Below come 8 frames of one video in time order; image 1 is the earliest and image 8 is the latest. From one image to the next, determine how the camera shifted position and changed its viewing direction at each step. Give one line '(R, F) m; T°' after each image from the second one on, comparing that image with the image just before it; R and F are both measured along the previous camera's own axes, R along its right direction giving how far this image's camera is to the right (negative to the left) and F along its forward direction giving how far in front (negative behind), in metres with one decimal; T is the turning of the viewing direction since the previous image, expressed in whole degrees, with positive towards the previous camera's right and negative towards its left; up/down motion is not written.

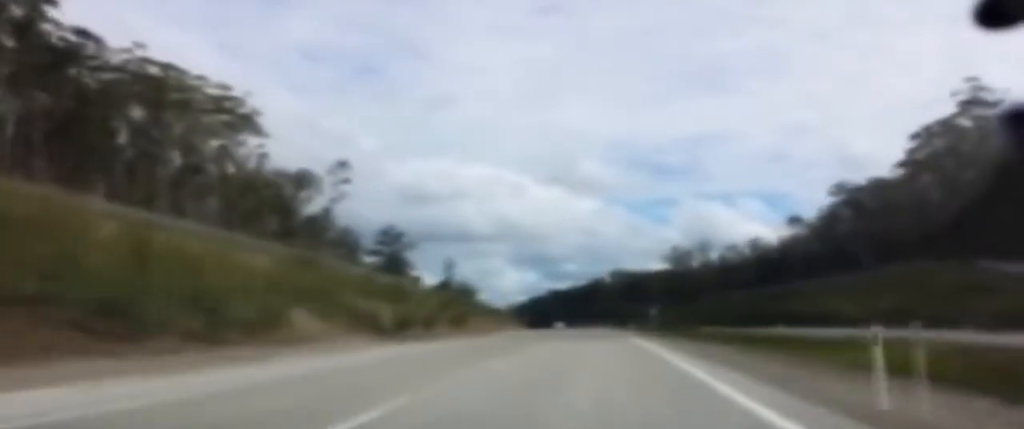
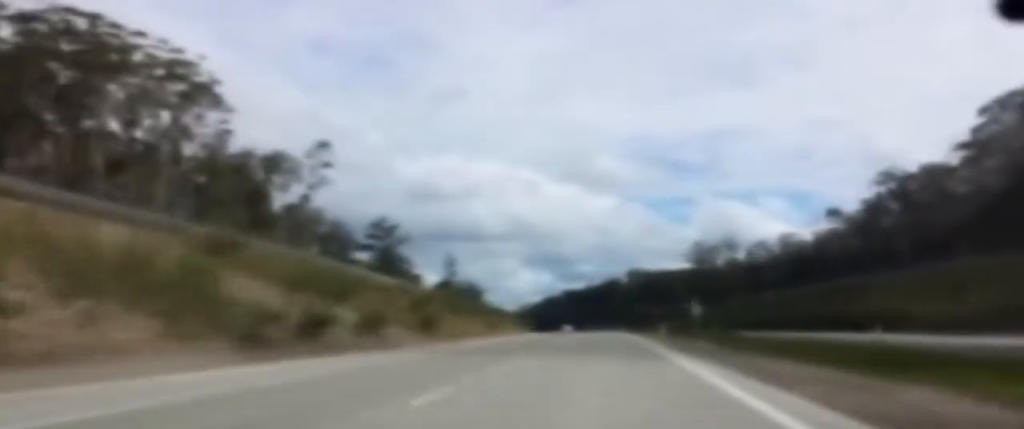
(-0.1, +19.3) m; 0°
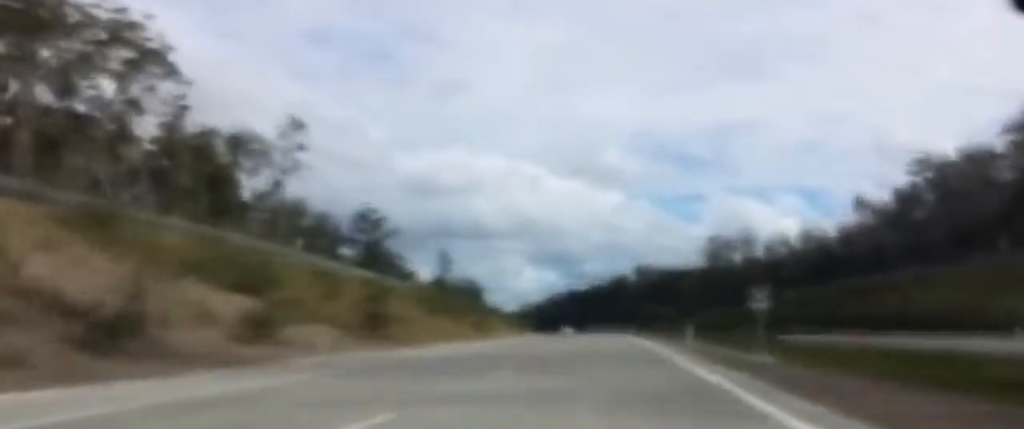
(0.0, +15.2) m; 0°
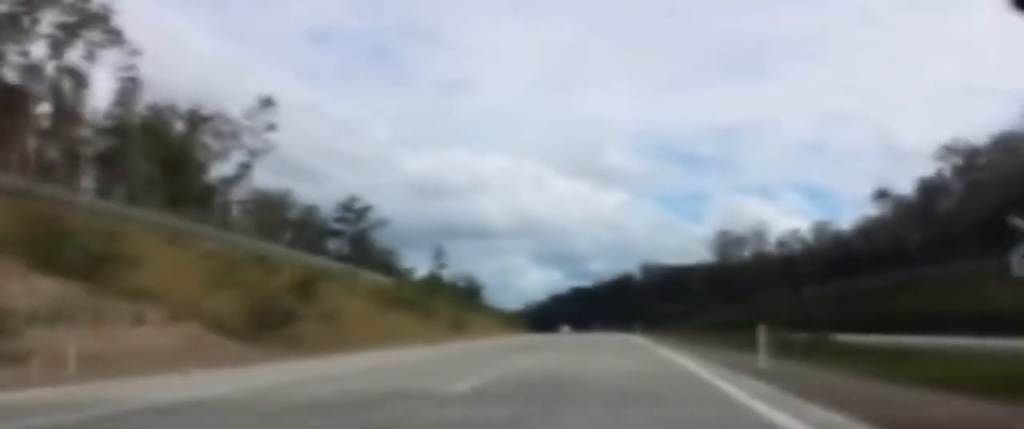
(-0.1, +16.2) m; 0°
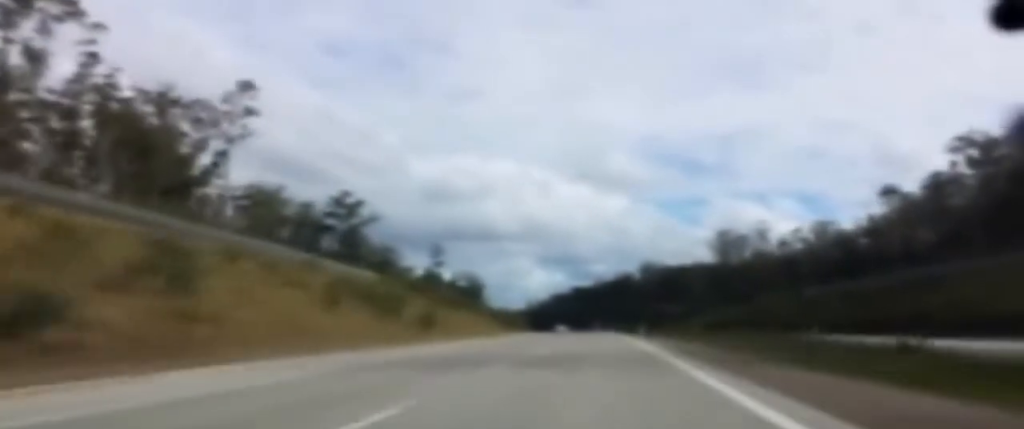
(0.0, +17.3) m; 0°
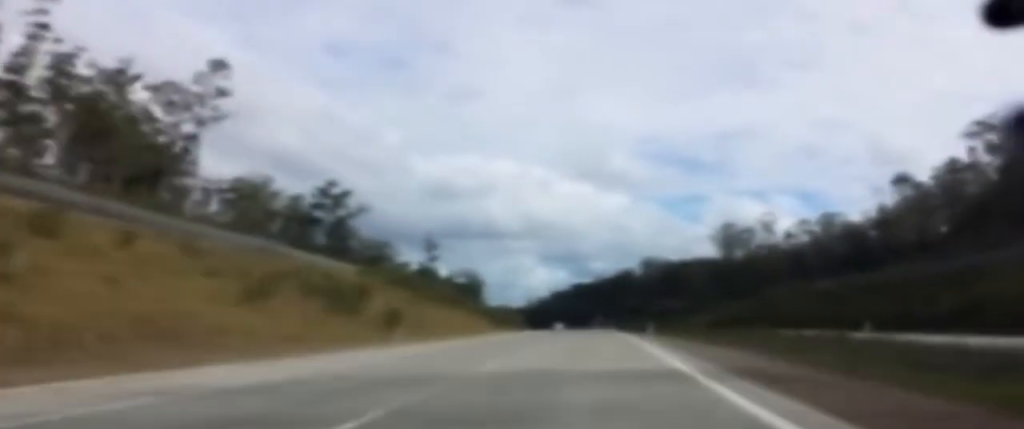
(0.0, +12.2) m; 0°
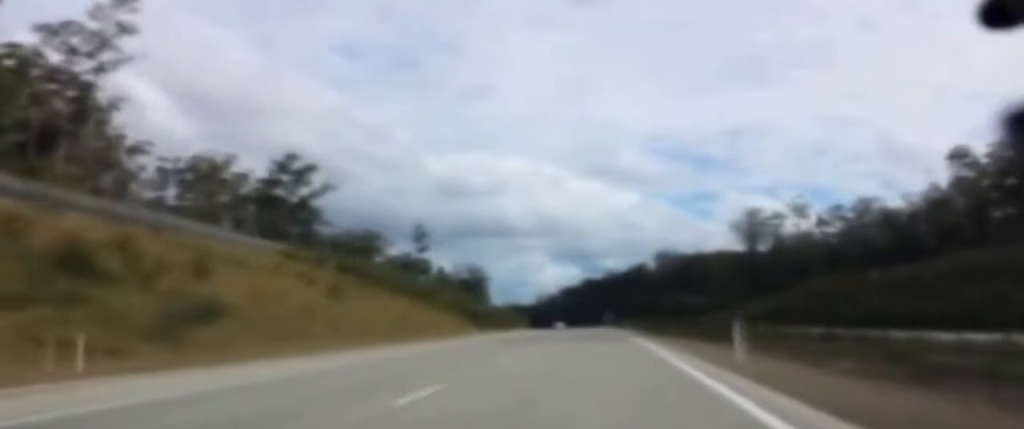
(+0.1, +30.3) m; 0°
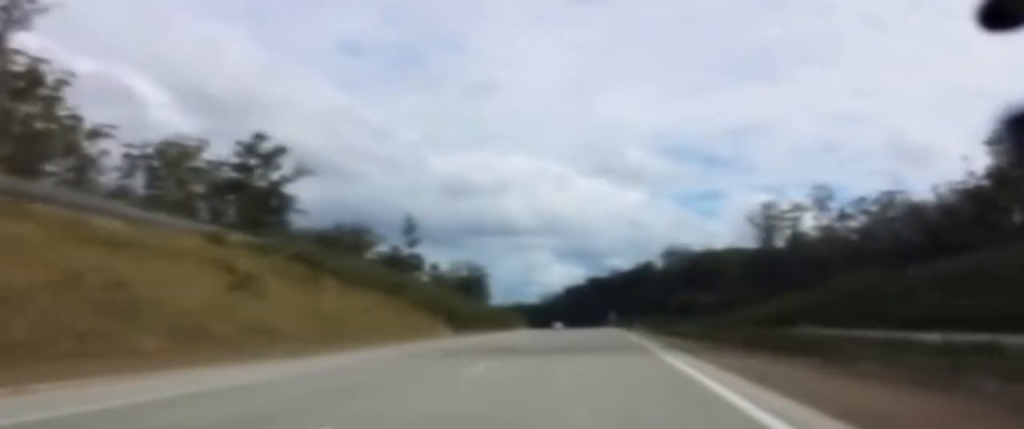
(+0.1, +16.1) m; 0°
